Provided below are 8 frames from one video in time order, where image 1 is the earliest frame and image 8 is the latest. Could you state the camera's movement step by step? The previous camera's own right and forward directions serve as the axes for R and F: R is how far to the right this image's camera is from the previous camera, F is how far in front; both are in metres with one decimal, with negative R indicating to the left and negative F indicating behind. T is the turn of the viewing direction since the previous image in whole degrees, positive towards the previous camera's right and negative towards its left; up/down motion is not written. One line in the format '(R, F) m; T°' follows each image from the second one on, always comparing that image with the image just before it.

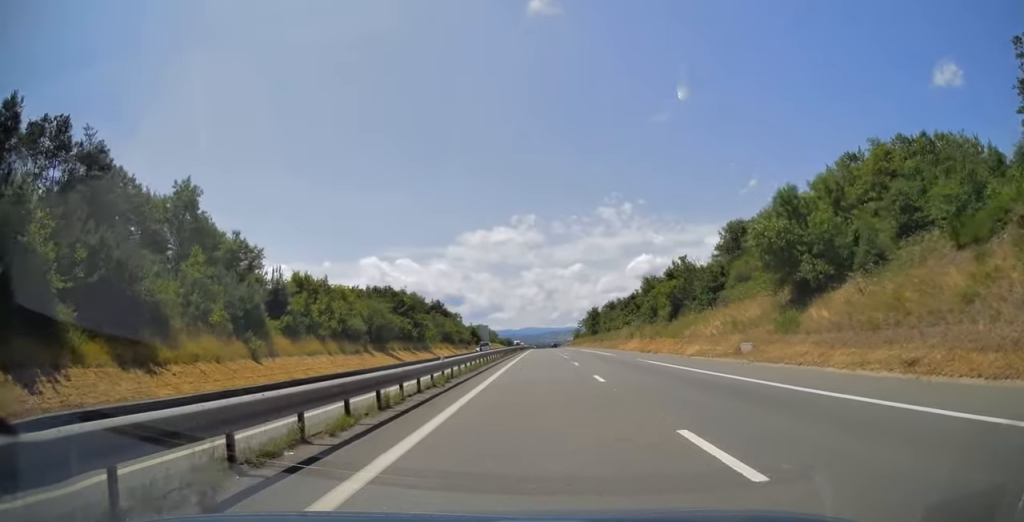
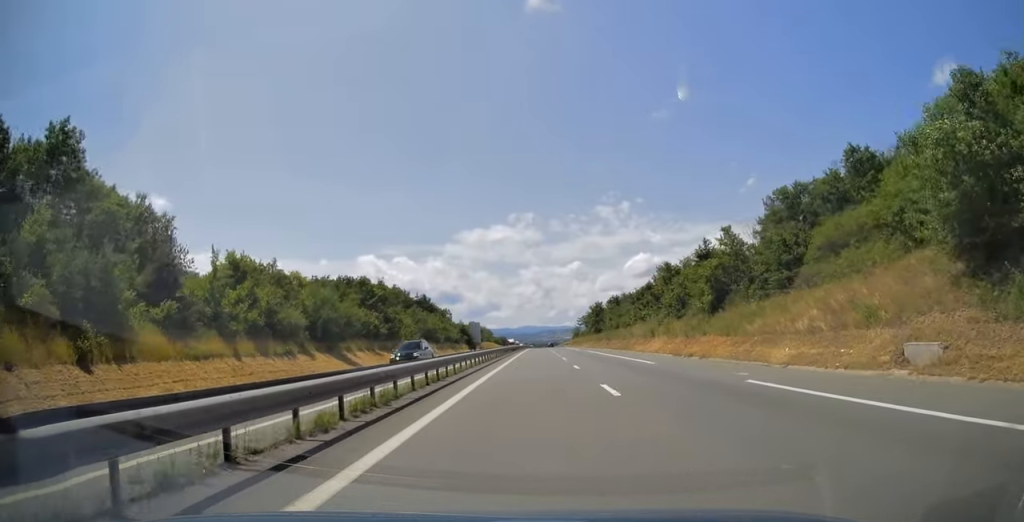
(+0.1, +18.0) m; 0°
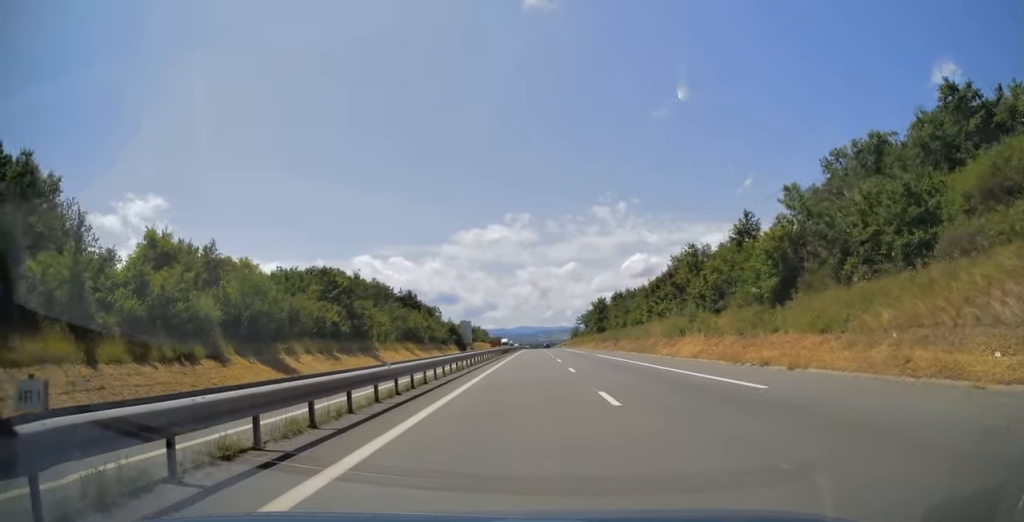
(0.0, +15.0) m; 0°
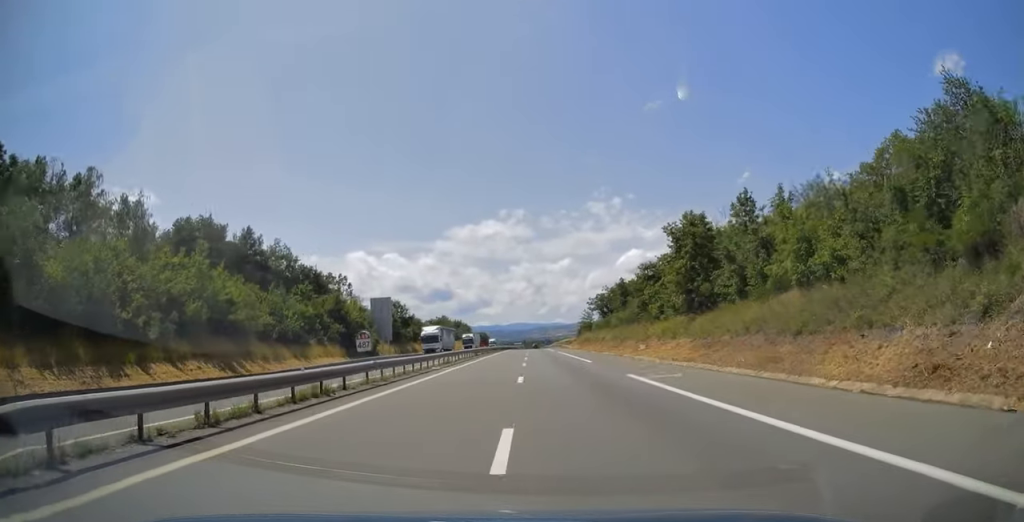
(+0.5, +85.0) m; +1°
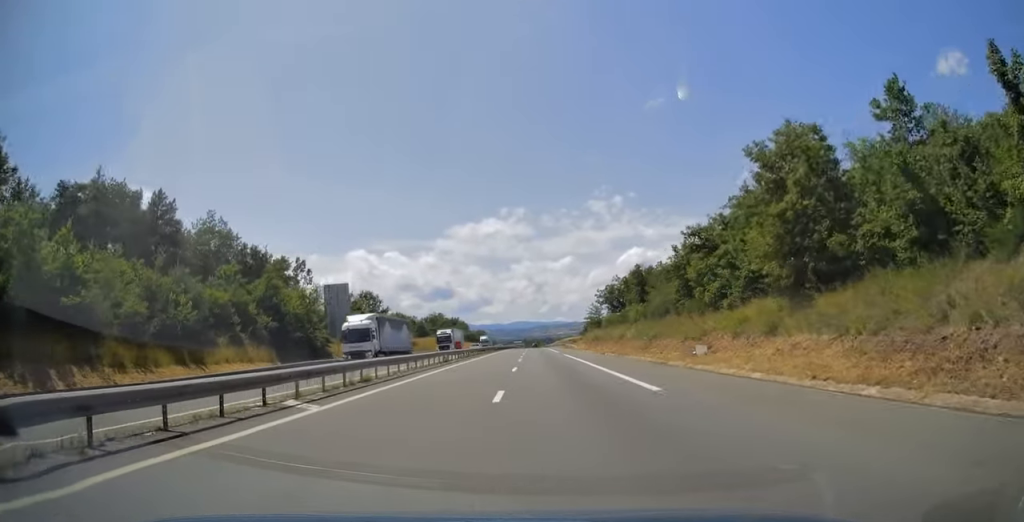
(0.0, +19.4) m; 0°
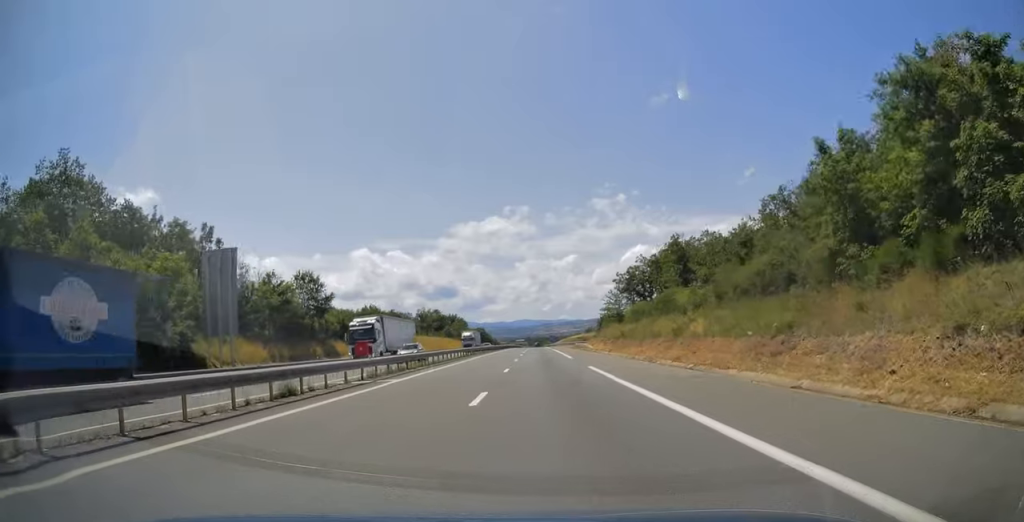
(-0.1, +27.1) m; -1°
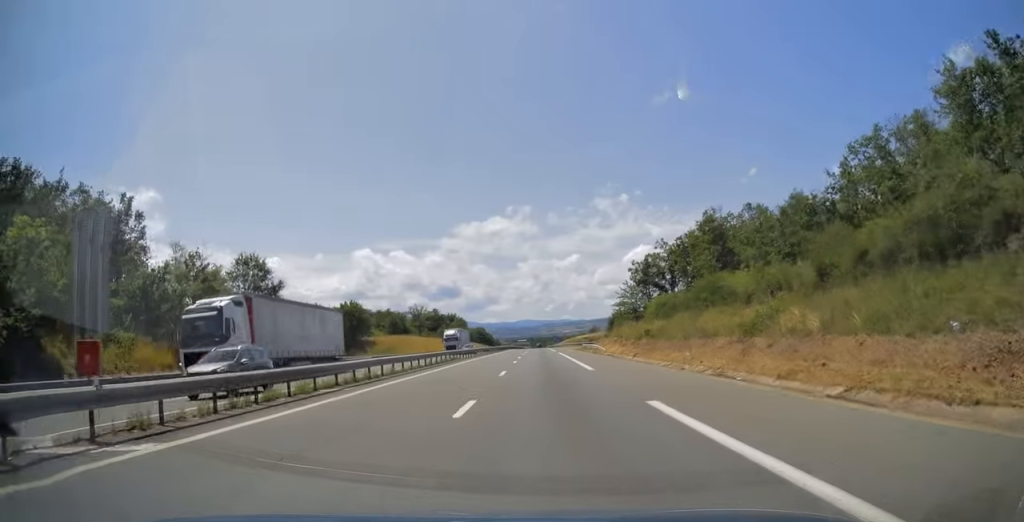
(-0.2, +14.8) m; 0°
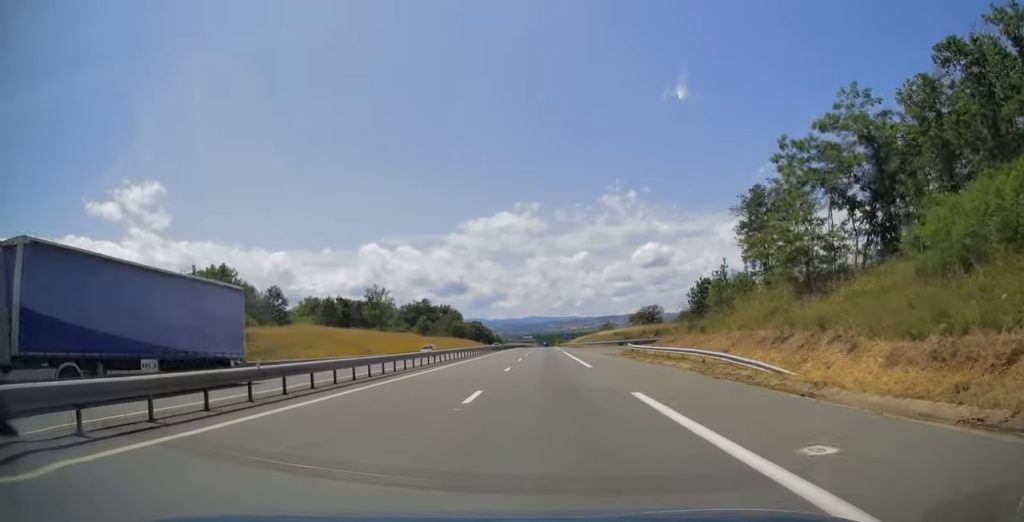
(+0.1, +50.8) m; 0°
